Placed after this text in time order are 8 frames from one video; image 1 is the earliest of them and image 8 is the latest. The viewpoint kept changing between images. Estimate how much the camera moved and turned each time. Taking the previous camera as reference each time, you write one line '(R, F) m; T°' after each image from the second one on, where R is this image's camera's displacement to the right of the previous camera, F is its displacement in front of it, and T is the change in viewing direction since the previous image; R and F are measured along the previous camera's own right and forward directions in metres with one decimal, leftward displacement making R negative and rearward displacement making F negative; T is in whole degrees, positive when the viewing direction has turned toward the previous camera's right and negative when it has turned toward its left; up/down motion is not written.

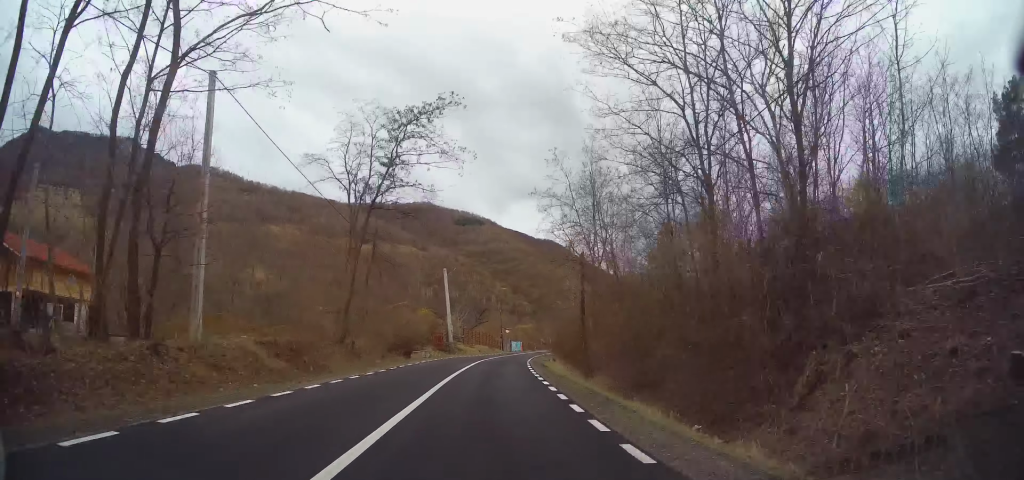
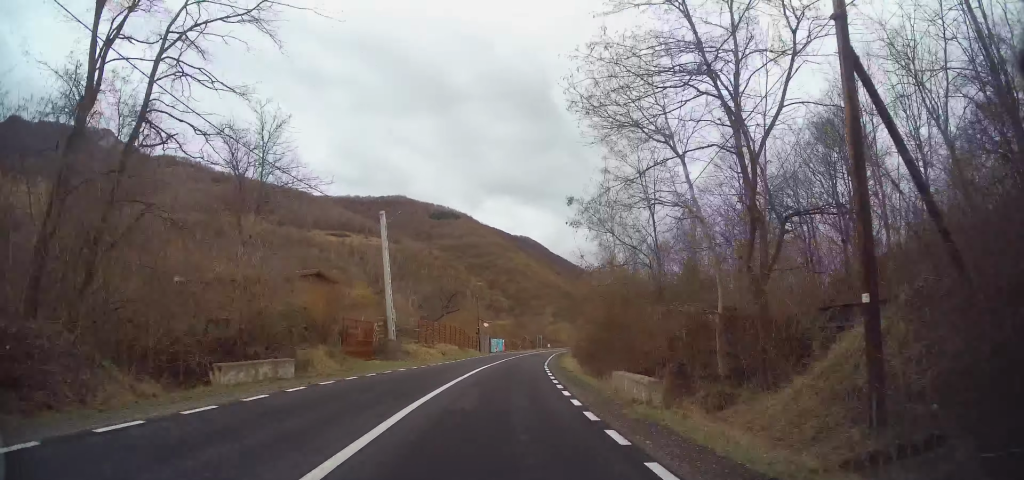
(-0.5, +25.4) m; 0°
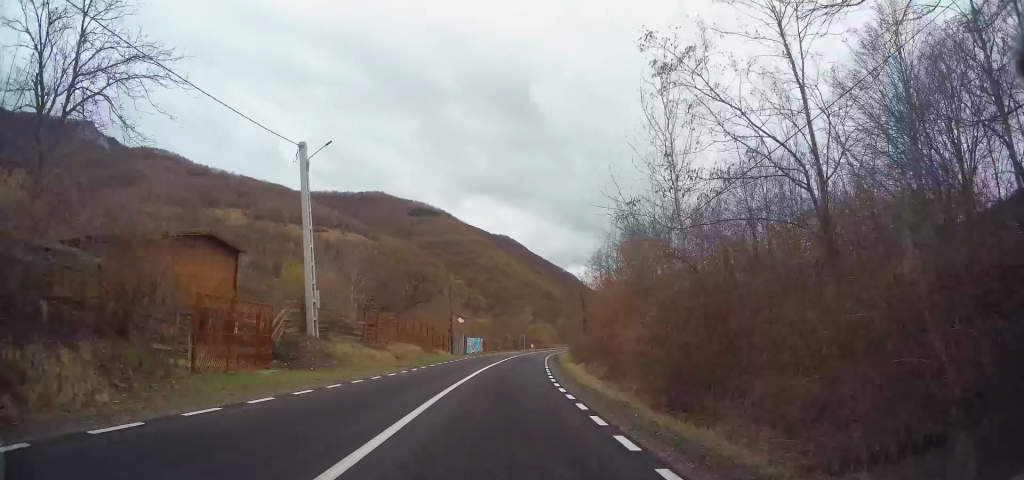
(-0.2, +12.2) m; +3°
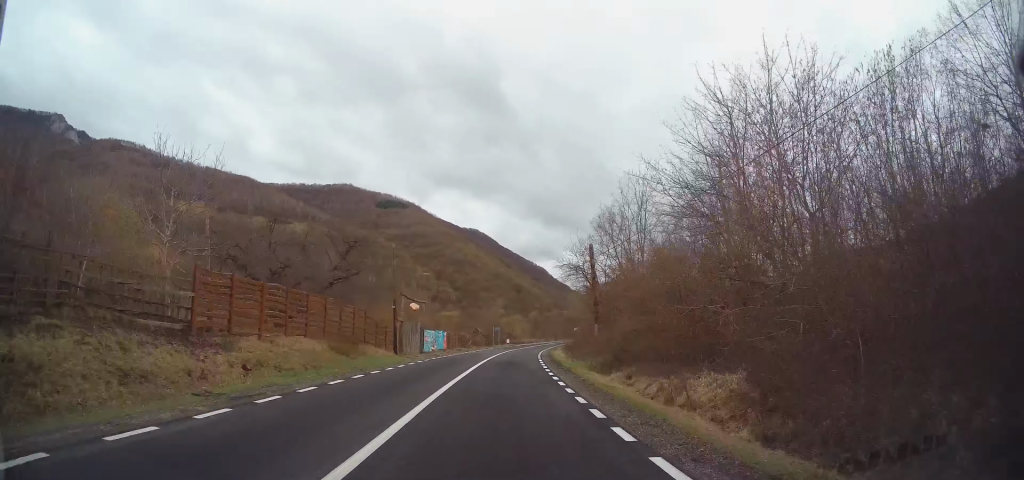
(+1.1, +15.8) m; +3°
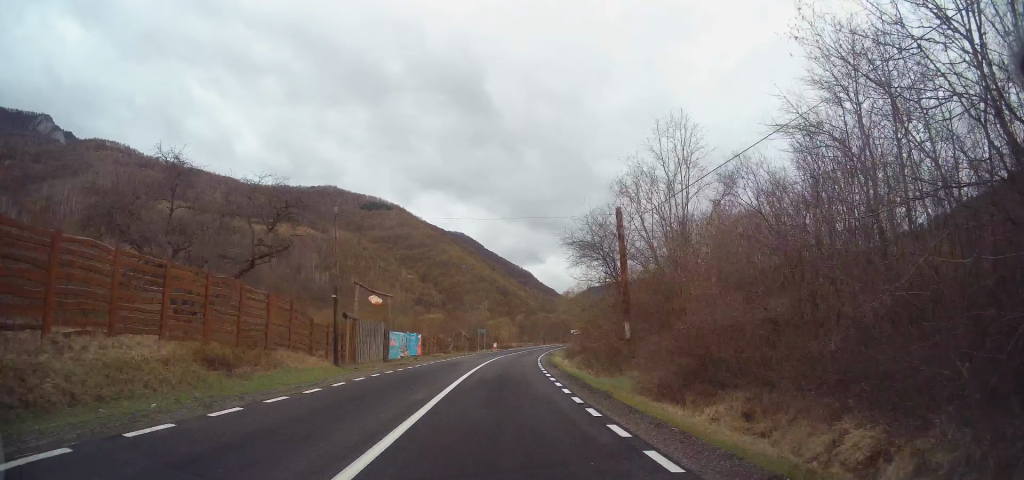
(-0.1, +9.7) m; +2°
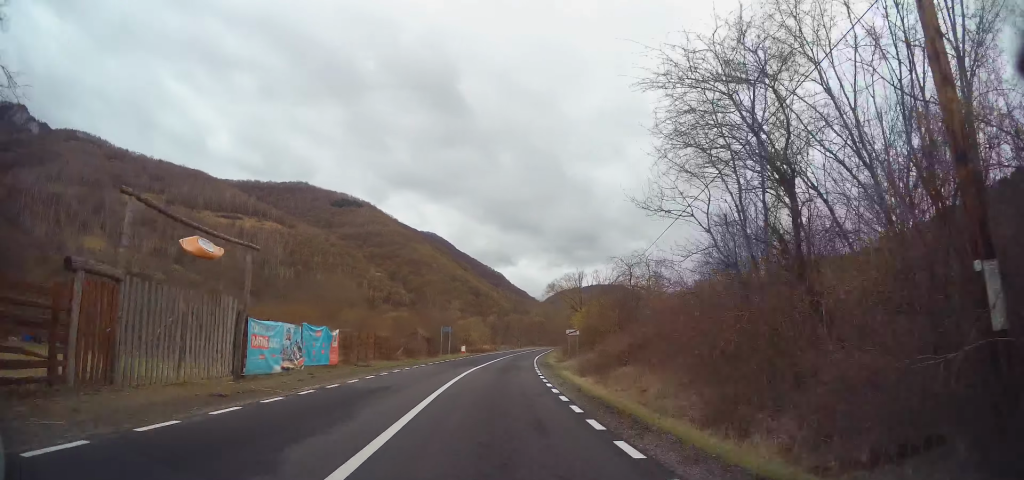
(+0.3, +17.6) m; +4°
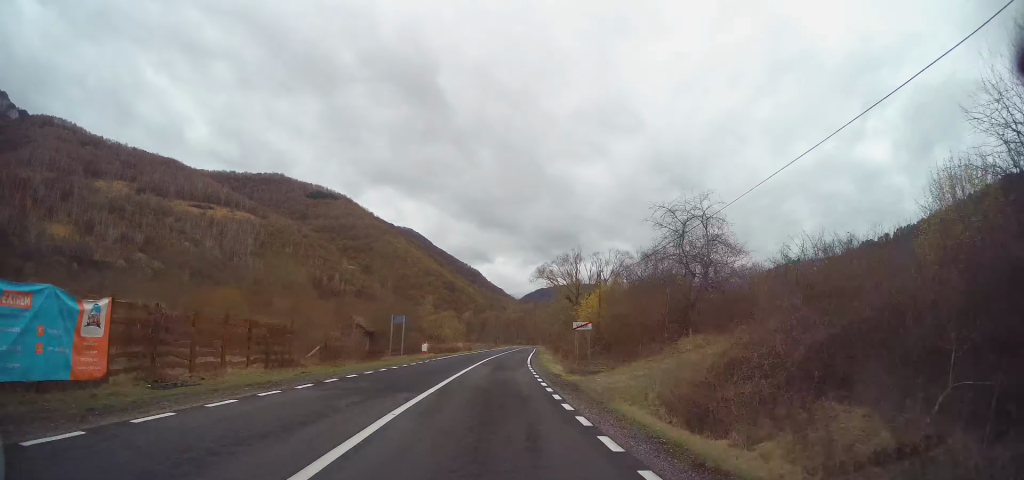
(+0.8, +15.8) m; +4°
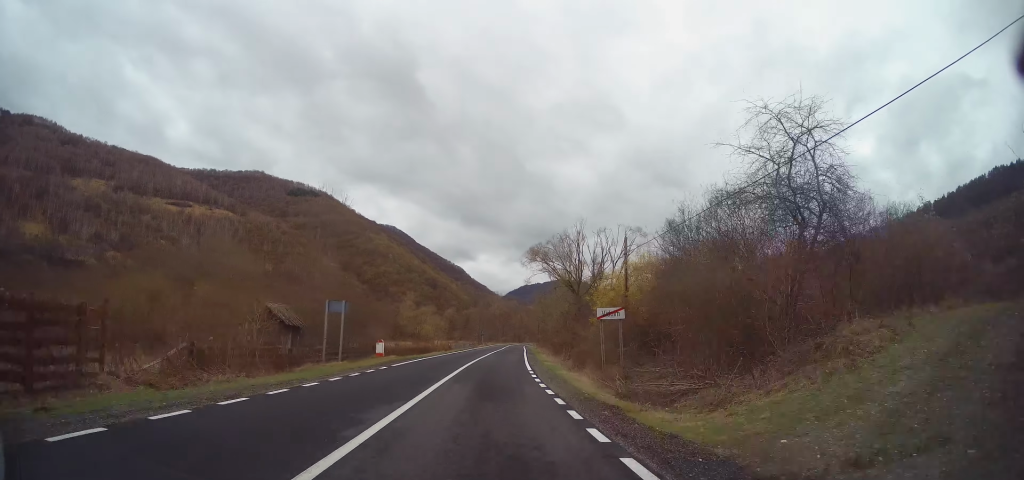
(+0.3, +11.6) m; +1°
